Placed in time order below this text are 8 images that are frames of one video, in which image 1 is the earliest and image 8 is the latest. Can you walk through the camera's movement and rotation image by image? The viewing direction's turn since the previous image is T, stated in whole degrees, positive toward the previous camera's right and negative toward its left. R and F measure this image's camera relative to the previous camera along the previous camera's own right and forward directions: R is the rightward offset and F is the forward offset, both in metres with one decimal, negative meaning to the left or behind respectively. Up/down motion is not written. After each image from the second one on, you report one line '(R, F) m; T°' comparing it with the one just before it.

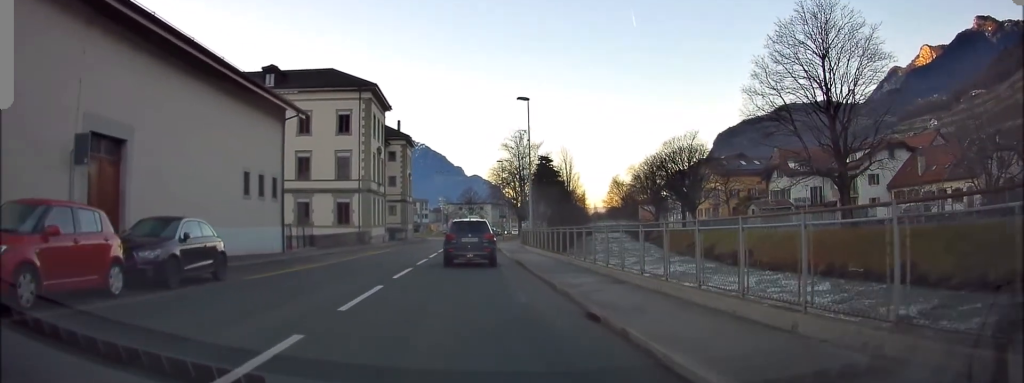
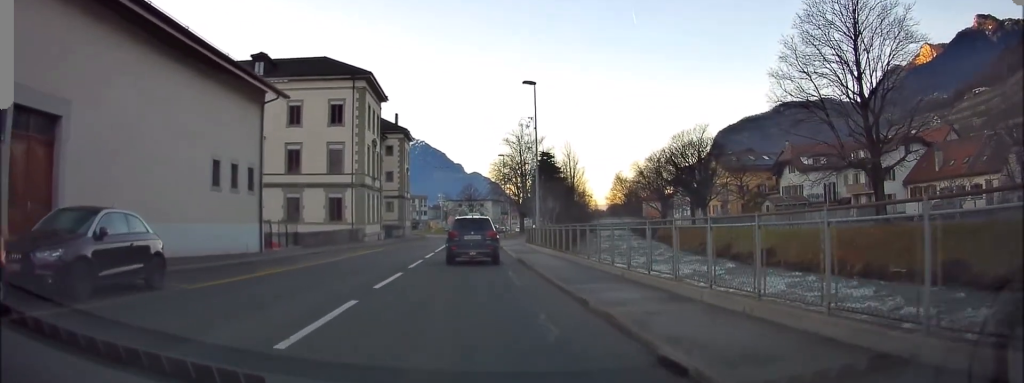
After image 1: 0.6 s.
(-0.2, +3.2) m; 0°
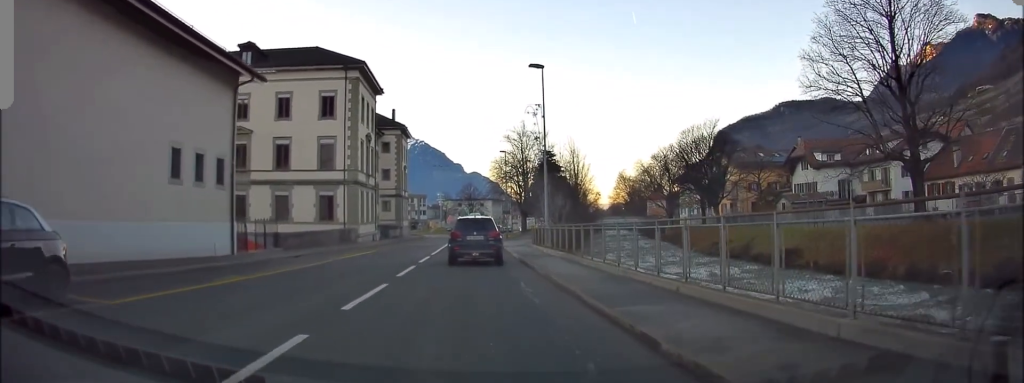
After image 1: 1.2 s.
(0.0, +3.1) m; +1°
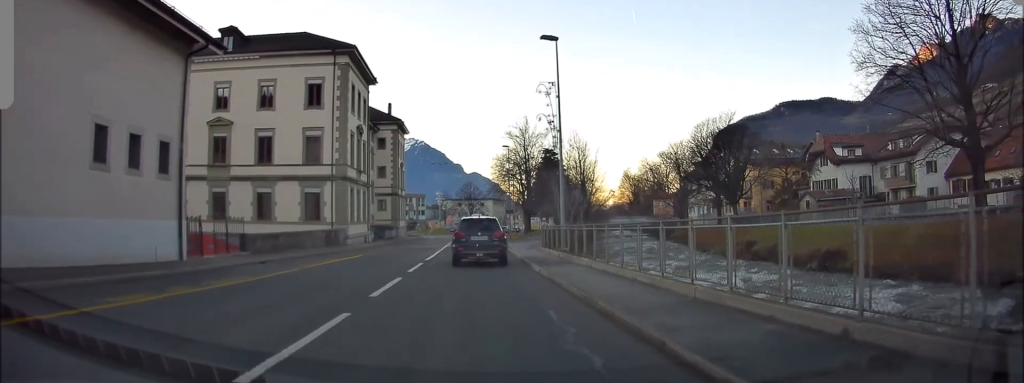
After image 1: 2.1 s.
(+0.3, +4.4) m; +4°
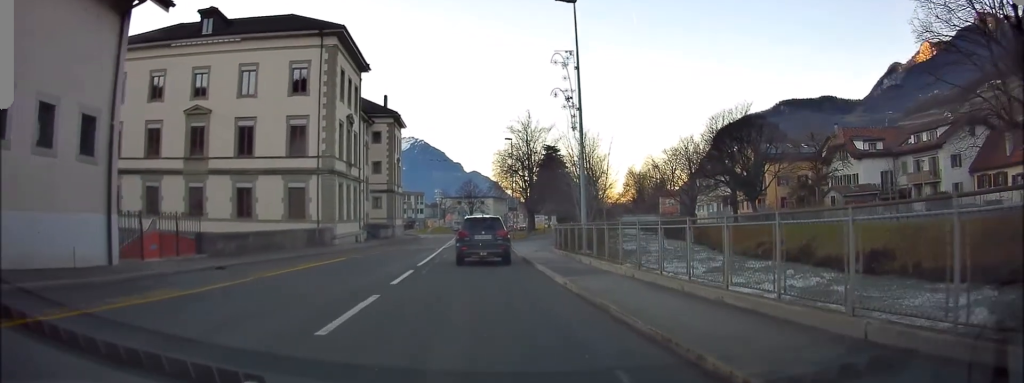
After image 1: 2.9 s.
(+0.1, +4.0) m; -3°
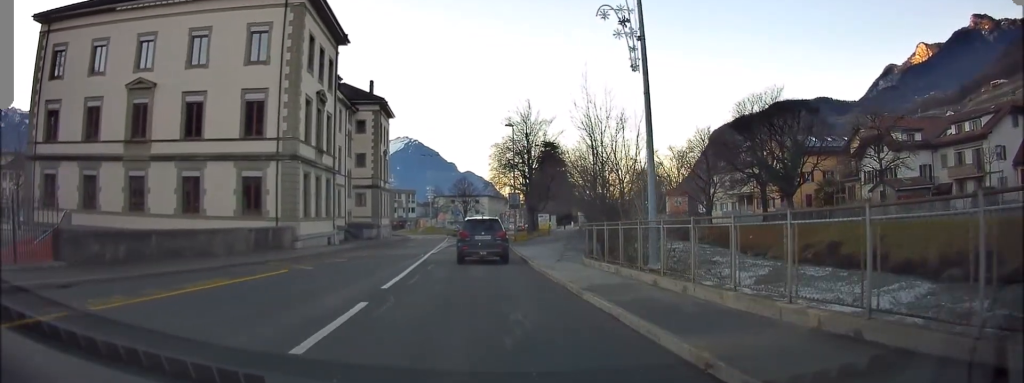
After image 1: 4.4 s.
(-0.6, +6.9) m; -3°
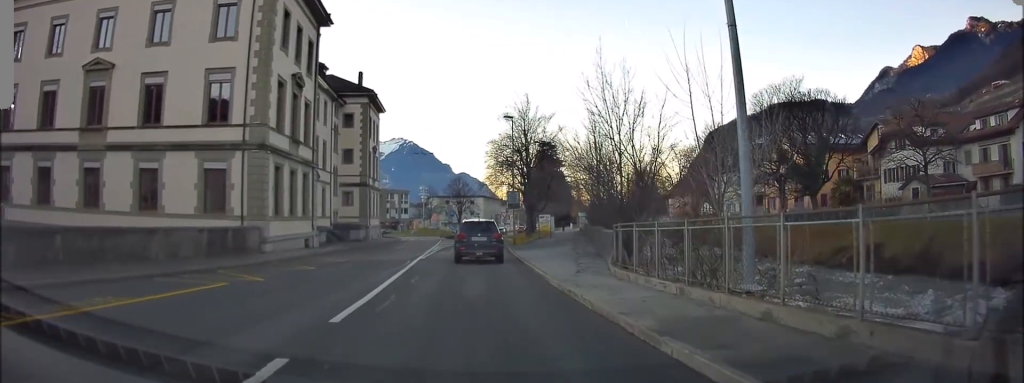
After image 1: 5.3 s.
(+0.1, +4.2) m; +4°
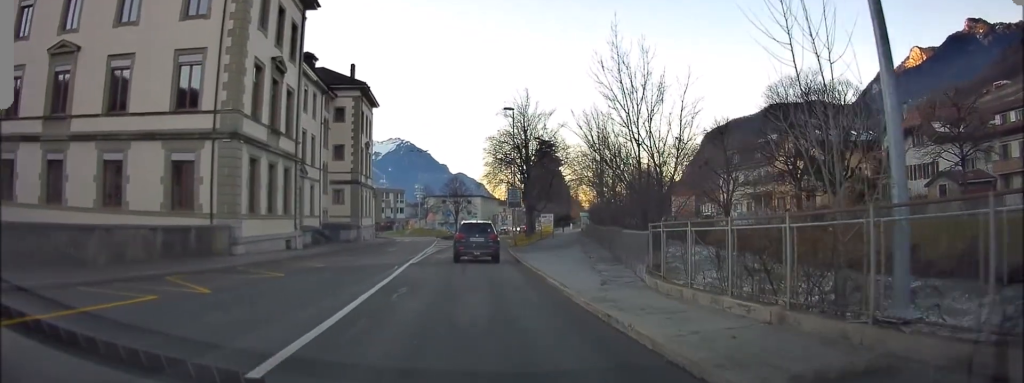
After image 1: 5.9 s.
(+0.2, +3.0) m; +2°
